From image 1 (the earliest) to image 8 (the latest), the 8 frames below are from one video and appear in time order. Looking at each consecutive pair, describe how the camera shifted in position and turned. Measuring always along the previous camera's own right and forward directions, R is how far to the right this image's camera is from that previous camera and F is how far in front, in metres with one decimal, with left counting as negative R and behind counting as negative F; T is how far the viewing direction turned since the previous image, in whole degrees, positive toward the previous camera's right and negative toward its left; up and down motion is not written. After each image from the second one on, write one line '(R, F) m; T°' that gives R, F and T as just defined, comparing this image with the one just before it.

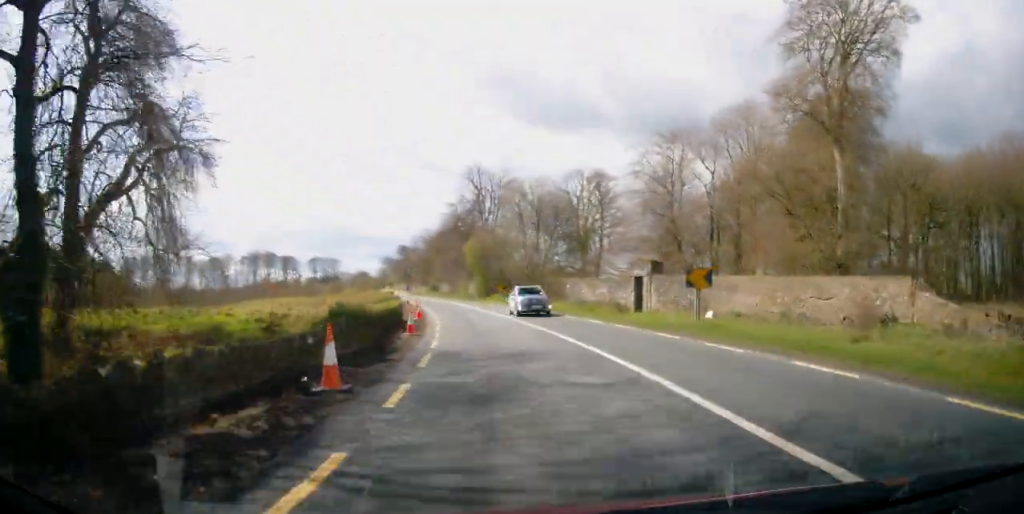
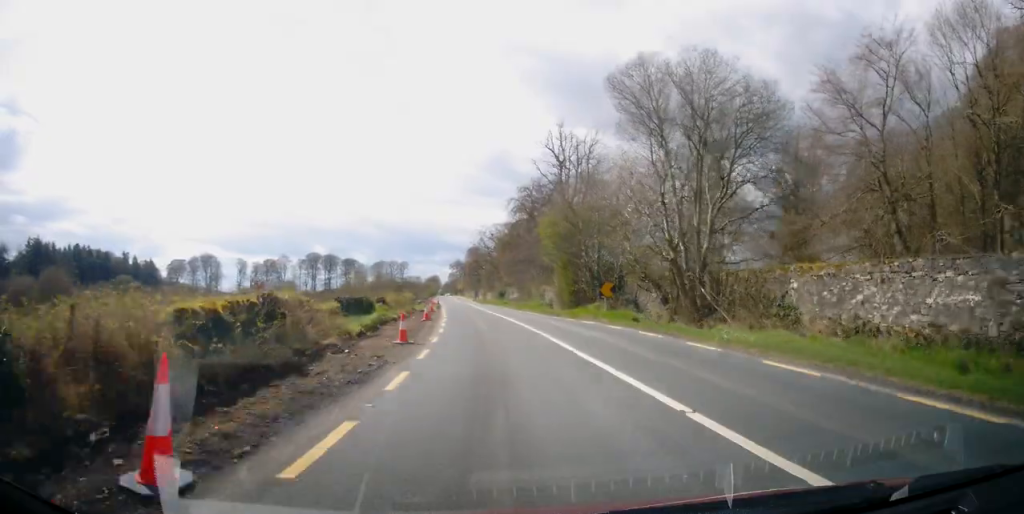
(-2.2, +26.9) m; -5°
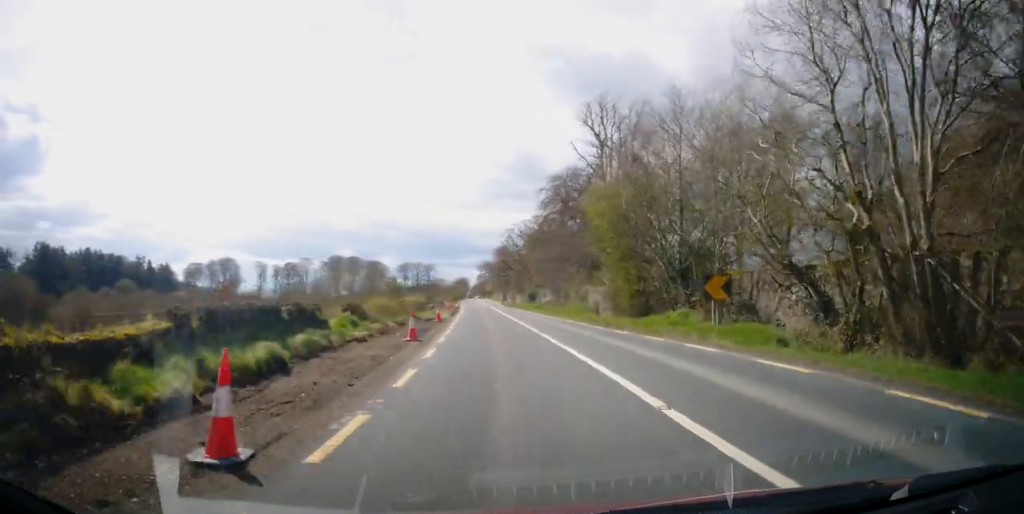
(0.0, +11.7) m; 0°
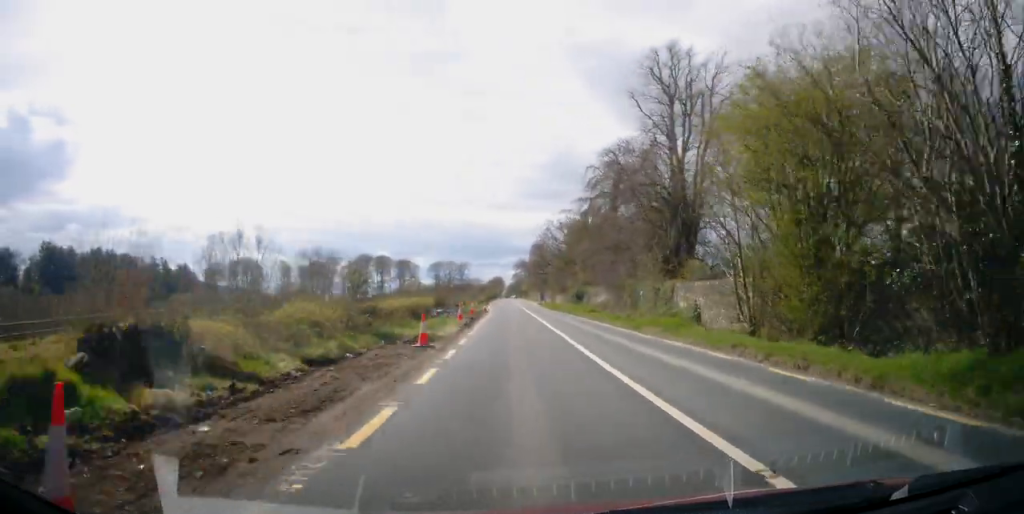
(0.0, +15.6) m; 0°
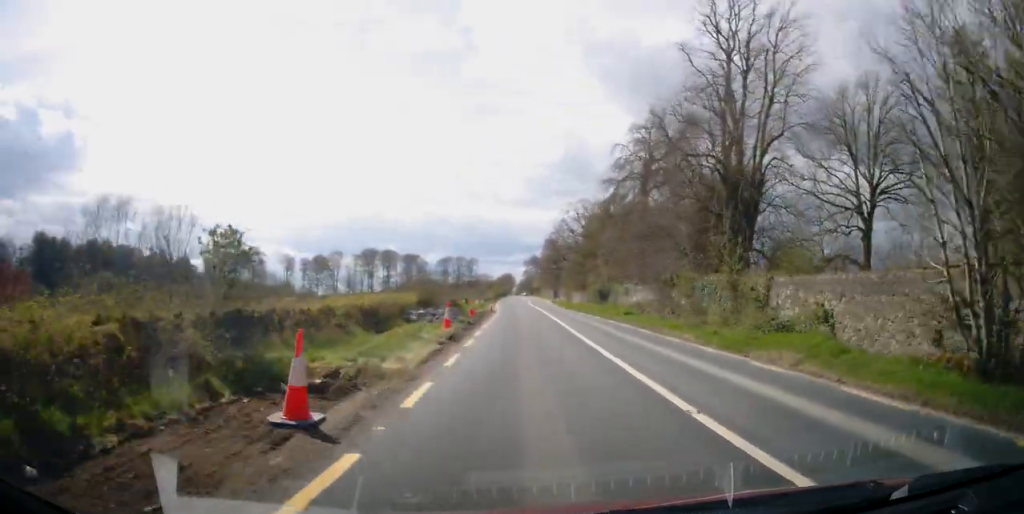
(0.0, +10.5) m; 0°
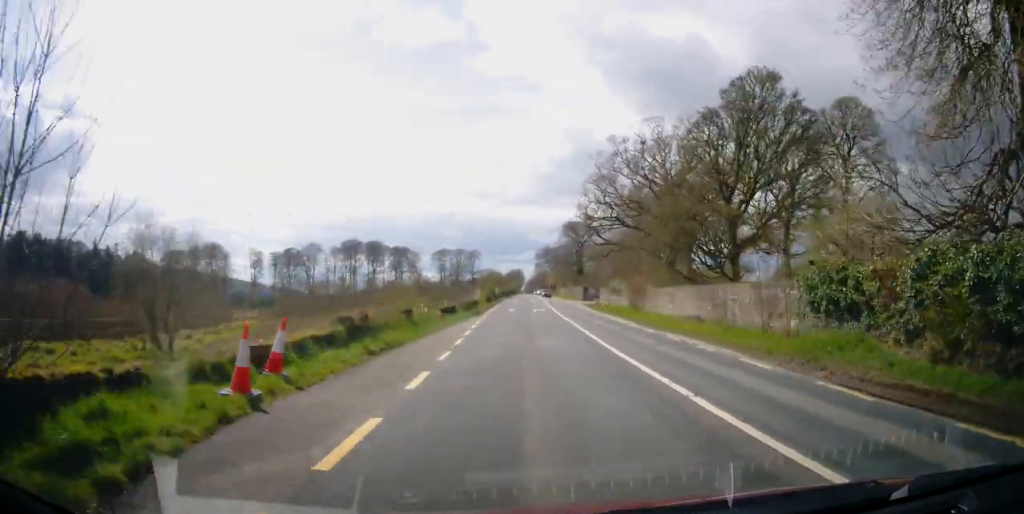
(0.0, +51.1) m; 0°
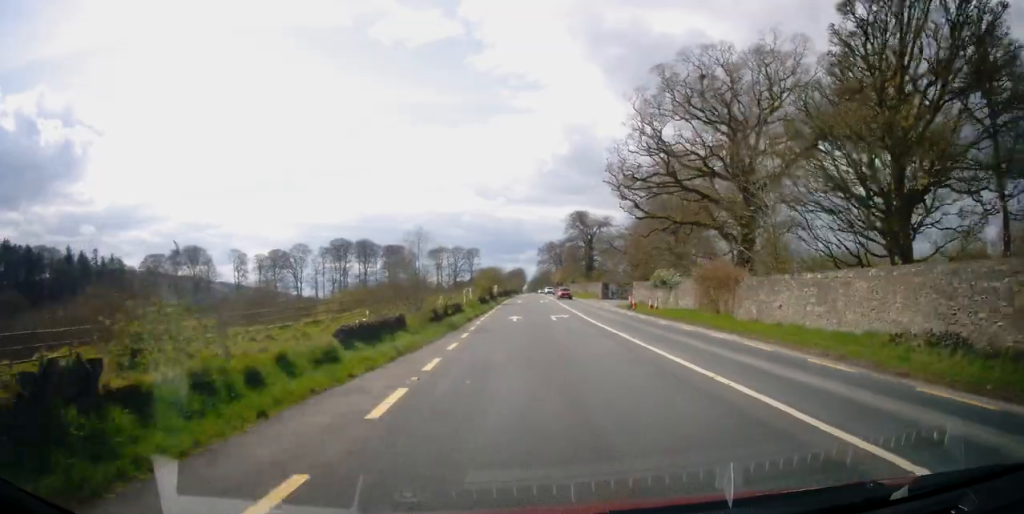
(0.0, +18.2) m; -2°
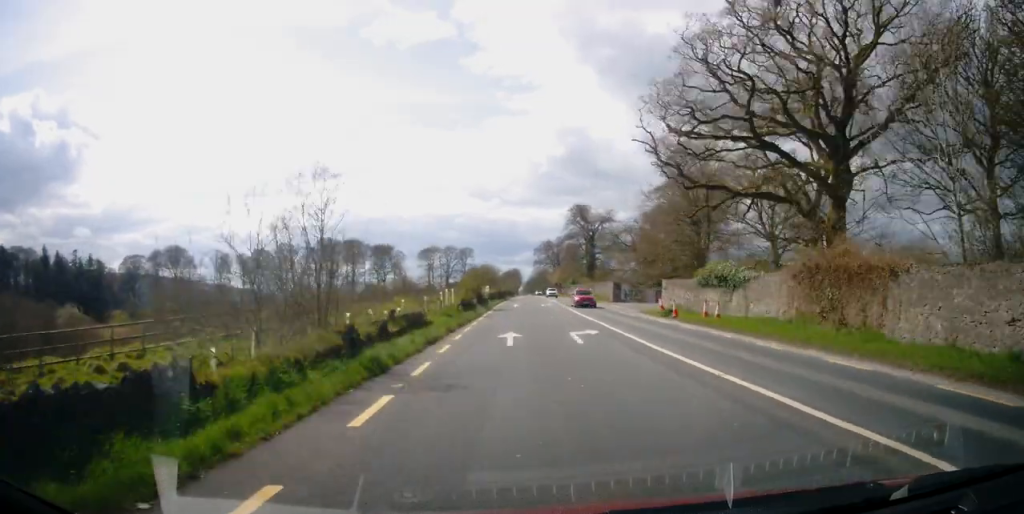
(-0.4, +12.3) m; -1°
